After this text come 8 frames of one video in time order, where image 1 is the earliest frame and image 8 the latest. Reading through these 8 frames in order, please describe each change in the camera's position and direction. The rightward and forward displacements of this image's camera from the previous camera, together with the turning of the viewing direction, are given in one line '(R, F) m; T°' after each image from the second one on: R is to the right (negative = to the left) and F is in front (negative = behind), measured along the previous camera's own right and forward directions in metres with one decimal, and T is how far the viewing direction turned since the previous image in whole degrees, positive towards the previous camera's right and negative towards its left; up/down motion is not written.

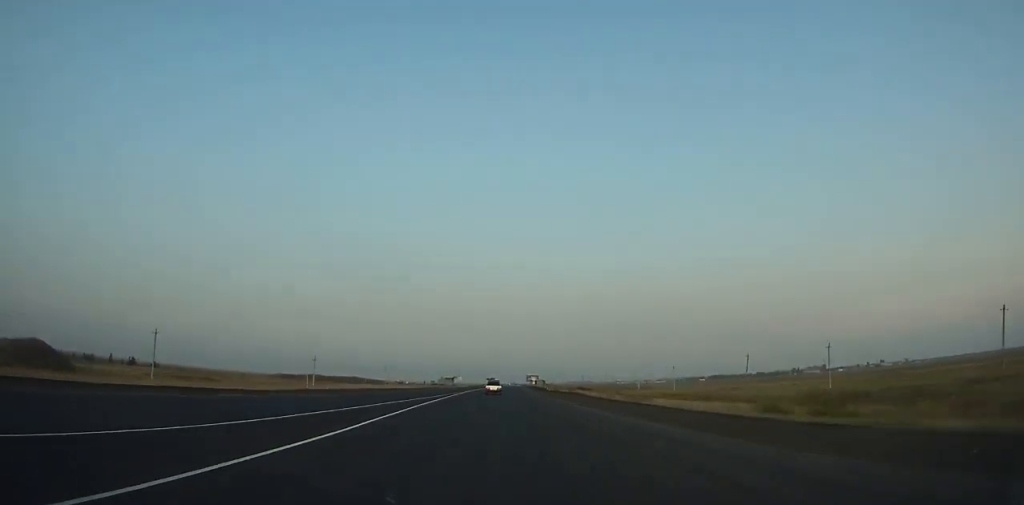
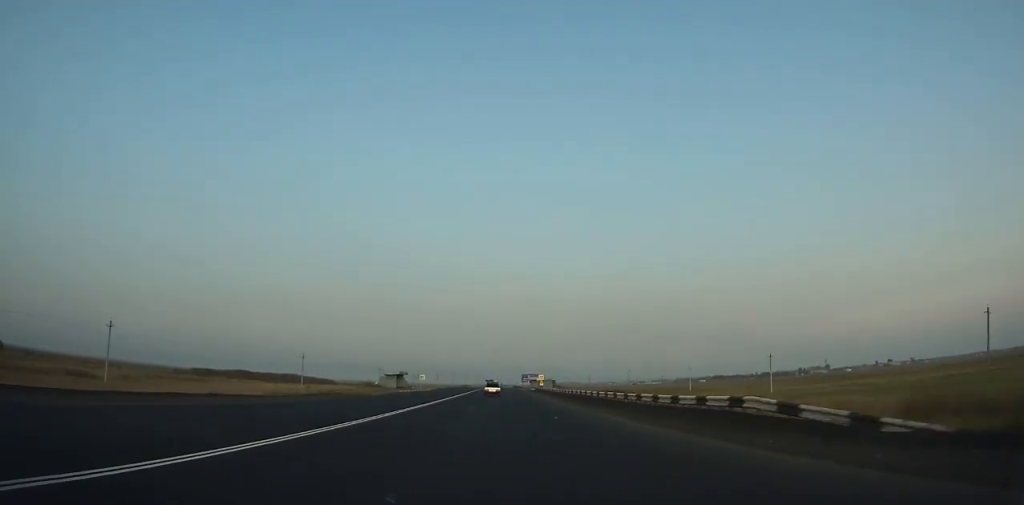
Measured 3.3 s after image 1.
(+0.5, +79.3) m; +1°
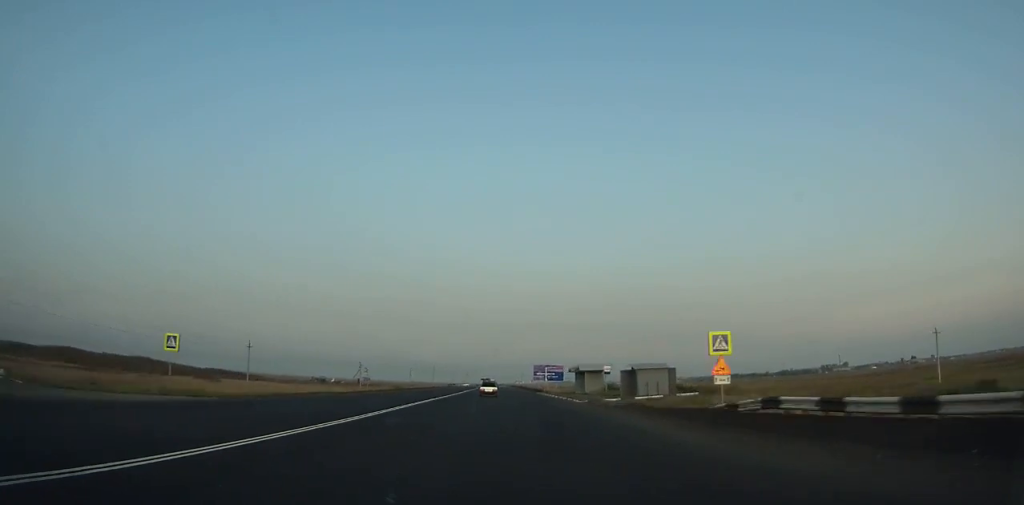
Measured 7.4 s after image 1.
(+1.1, +100.2) m; +1°
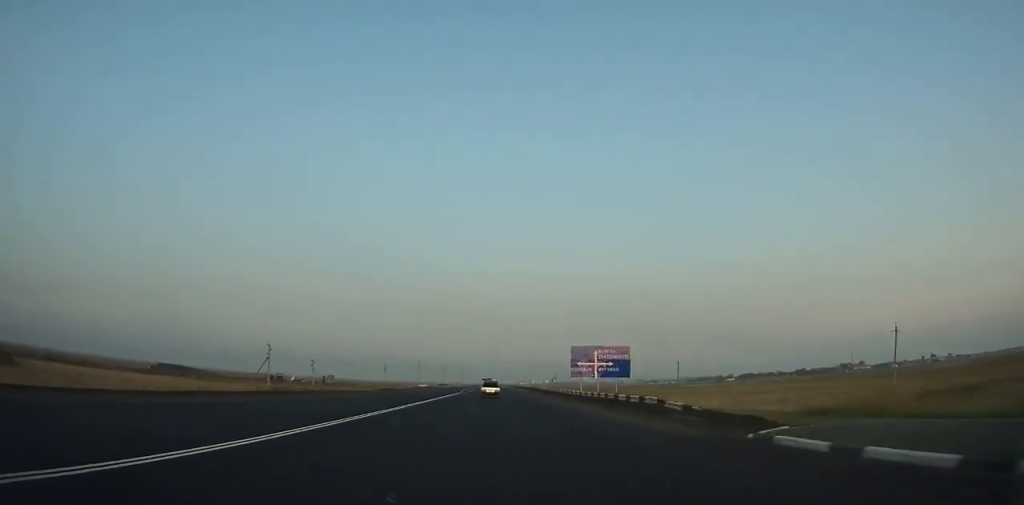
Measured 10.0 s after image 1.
(+0.2, +64.6) m; 0°
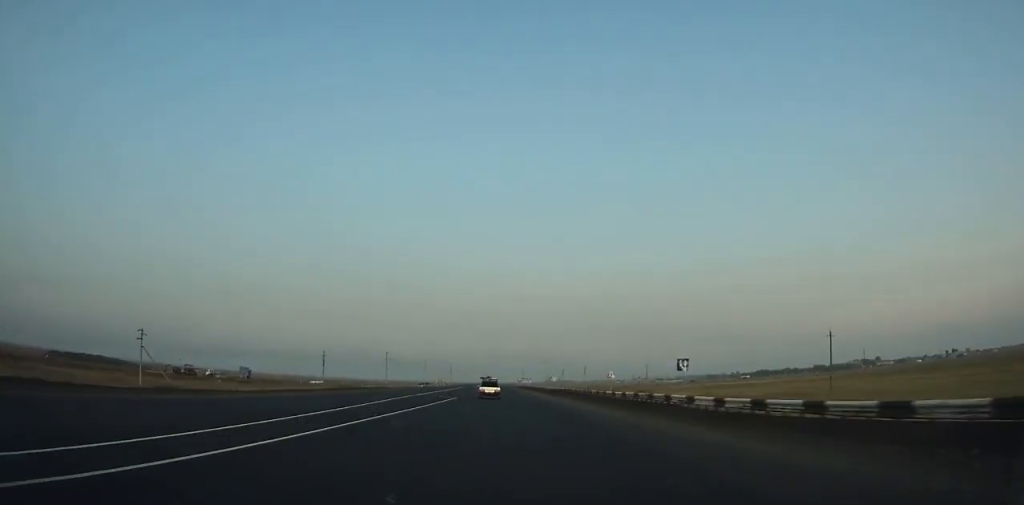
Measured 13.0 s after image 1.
(+0.1, +75.2) m; 0°
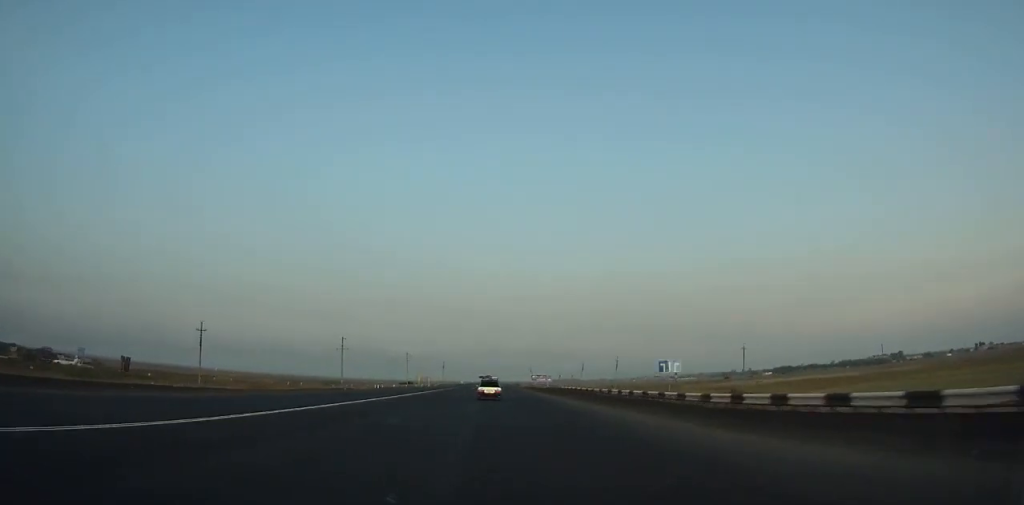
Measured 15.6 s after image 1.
(+0.2, +65.3) m; 0°
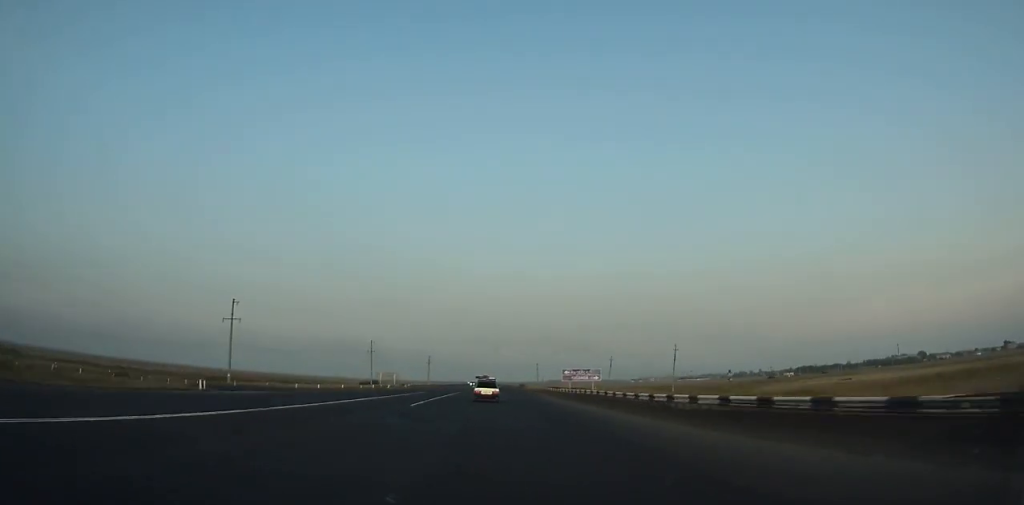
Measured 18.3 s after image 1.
(+0.1, +67.4) m; 0°
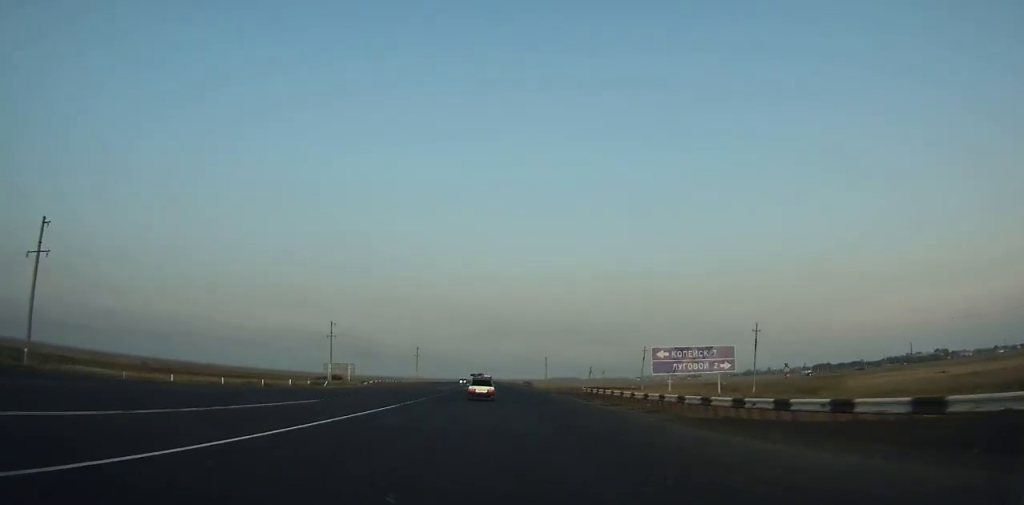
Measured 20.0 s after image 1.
(0.0, +42.3) m; 0°
